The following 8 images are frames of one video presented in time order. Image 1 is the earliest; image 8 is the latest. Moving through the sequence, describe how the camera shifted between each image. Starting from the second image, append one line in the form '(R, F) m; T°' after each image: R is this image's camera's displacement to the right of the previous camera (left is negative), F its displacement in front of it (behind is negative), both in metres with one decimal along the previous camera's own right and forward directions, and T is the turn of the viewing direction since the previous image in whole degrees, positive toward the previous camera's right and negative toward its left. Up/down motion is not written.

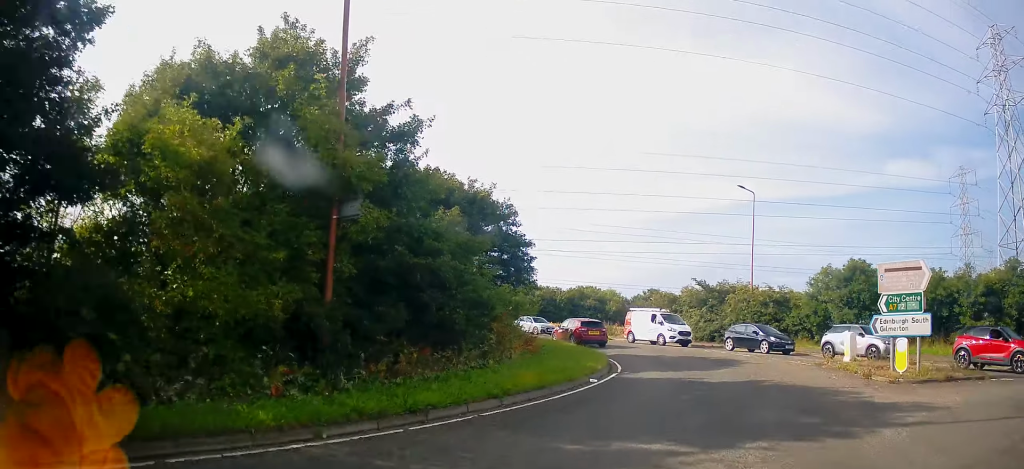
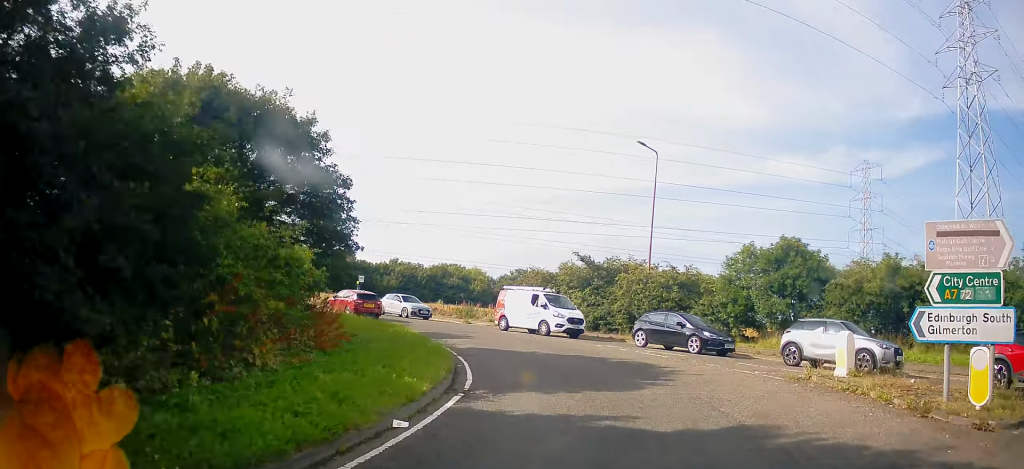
(+0.6, +7.7) m; +4°
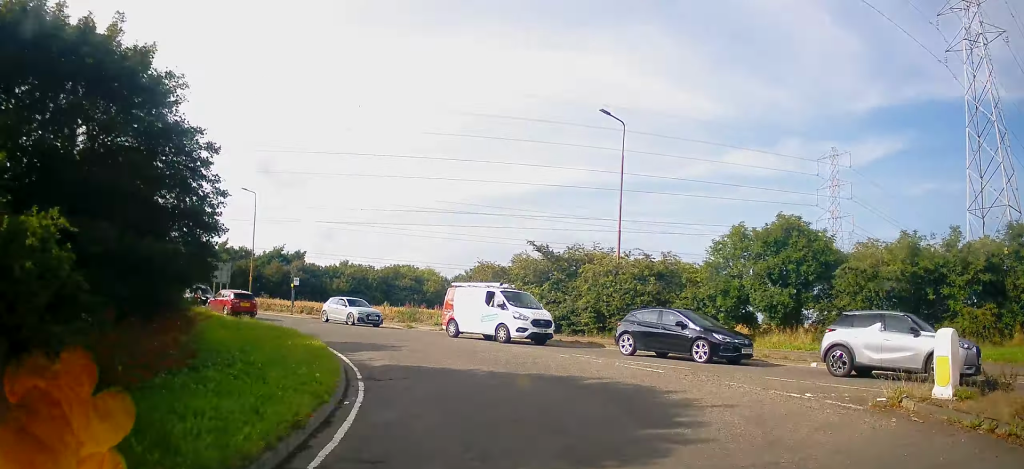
(+0.3, +5.1) m; +2°
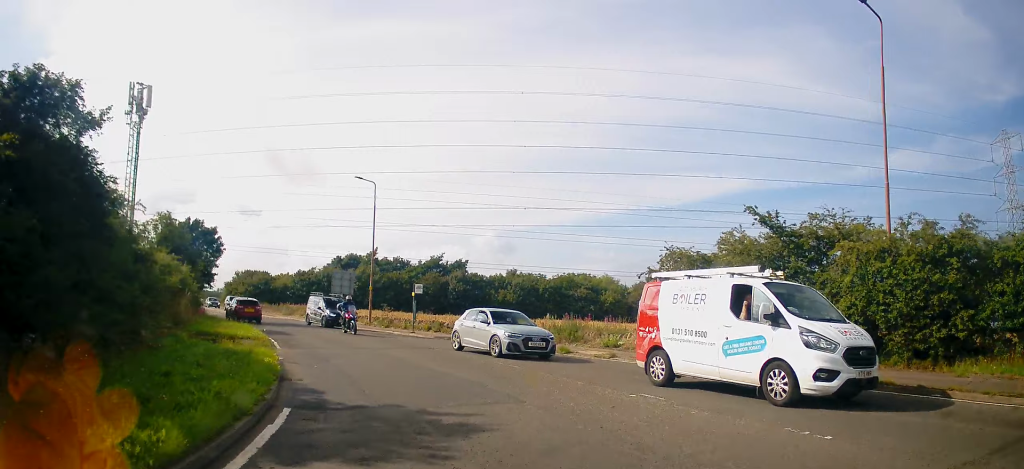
(-0.7, +11.7) m; -12°
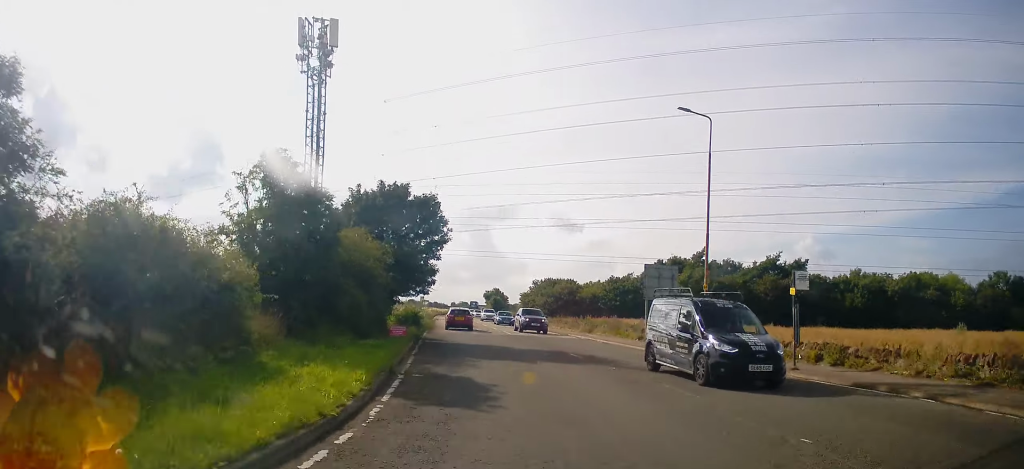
(-3.5, +16.5) m; -21°
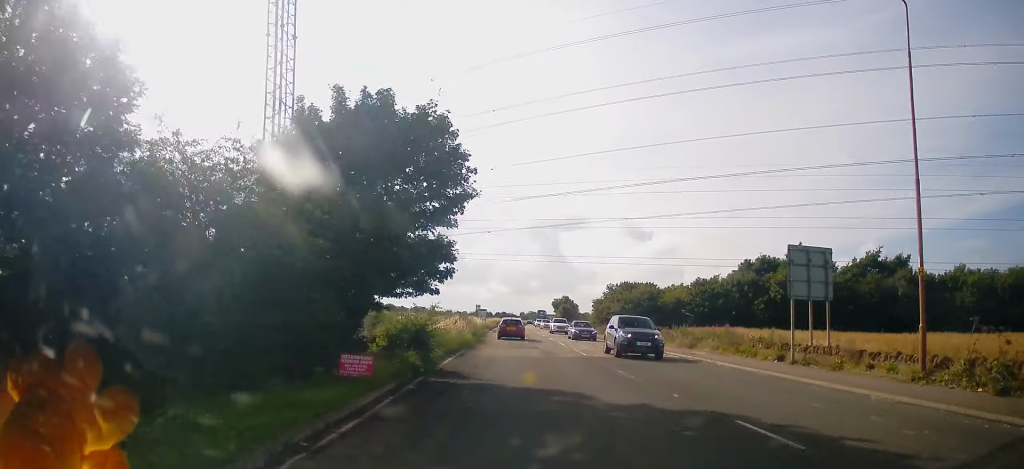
(-1.1, +11.4) m; -9°
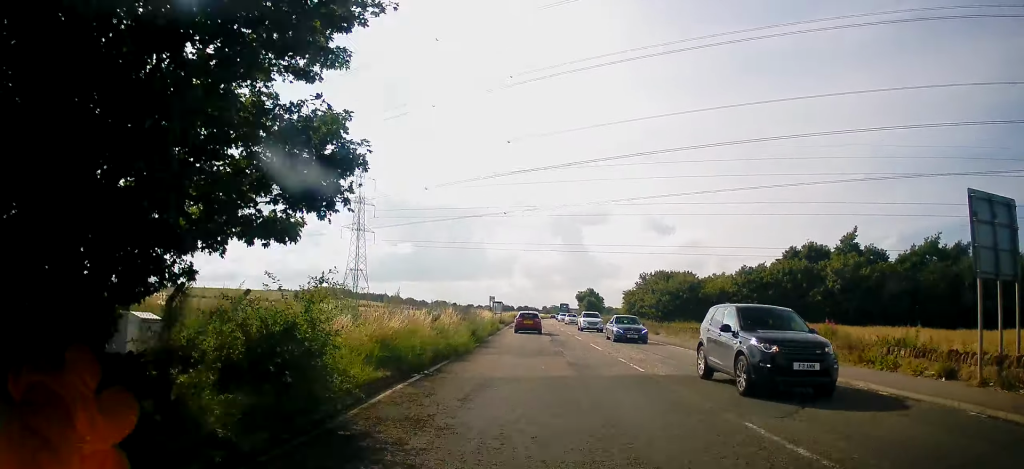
(-0.4, +8.8) m; -5°
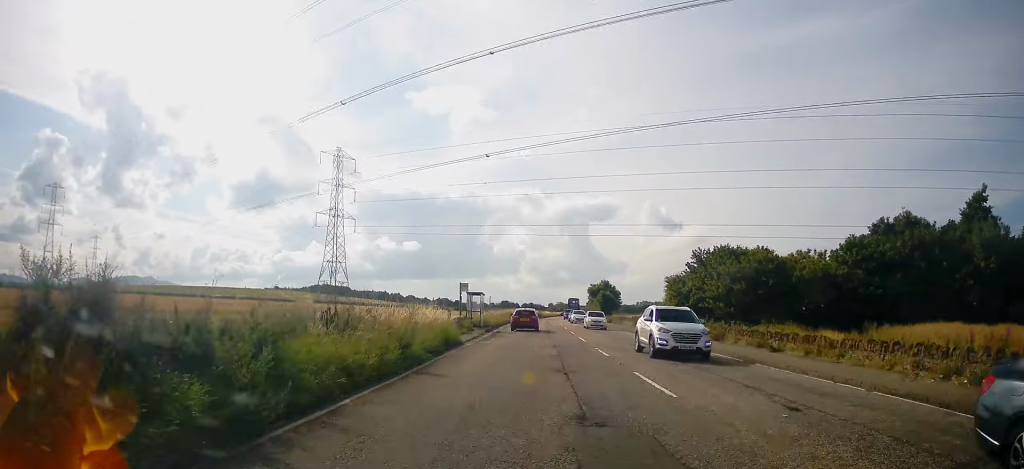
(-1.0, +22.3) m; -3°
